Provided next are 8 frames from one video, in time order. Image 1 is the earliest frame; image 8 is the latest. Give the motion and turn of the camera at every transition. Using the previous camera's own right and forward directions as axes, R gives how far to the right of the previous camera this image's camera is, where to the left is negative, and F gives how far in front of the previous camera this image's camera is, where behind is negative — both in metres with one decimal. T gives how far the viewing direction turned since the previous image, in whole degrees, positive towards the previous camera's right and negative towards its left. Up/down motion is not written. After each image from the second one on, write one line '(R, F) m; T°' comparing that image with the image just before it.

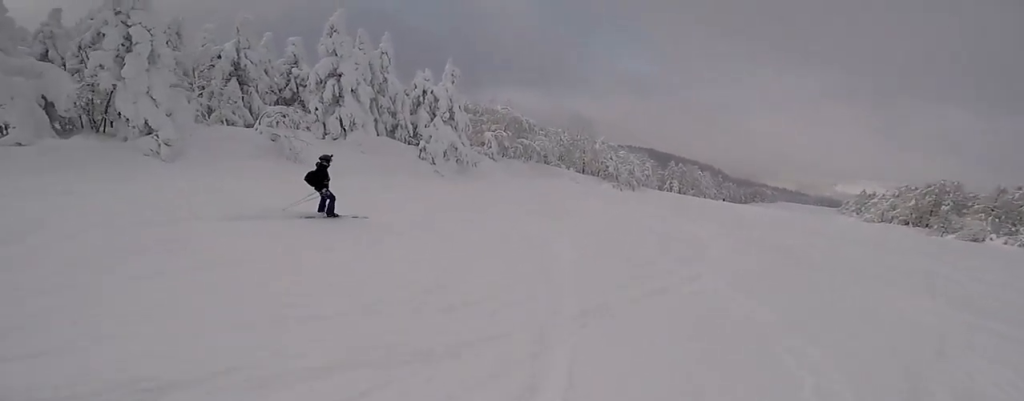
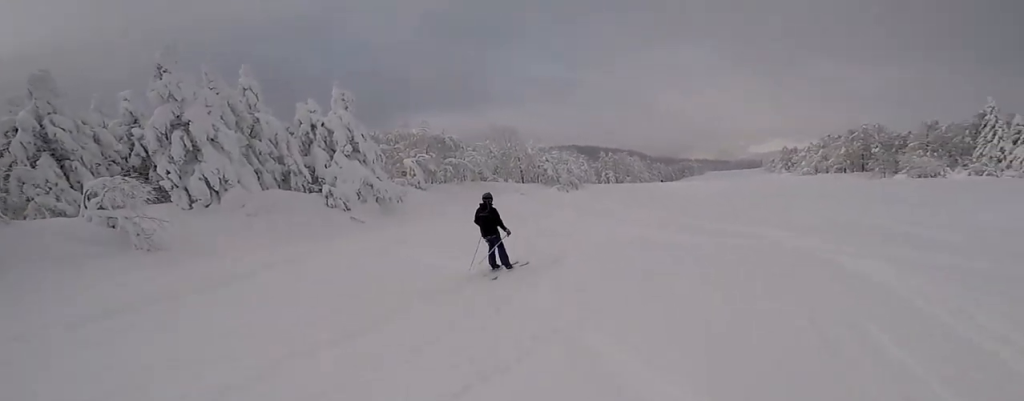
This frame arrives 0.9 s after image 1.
(-0.2, +6.1) m; -4°
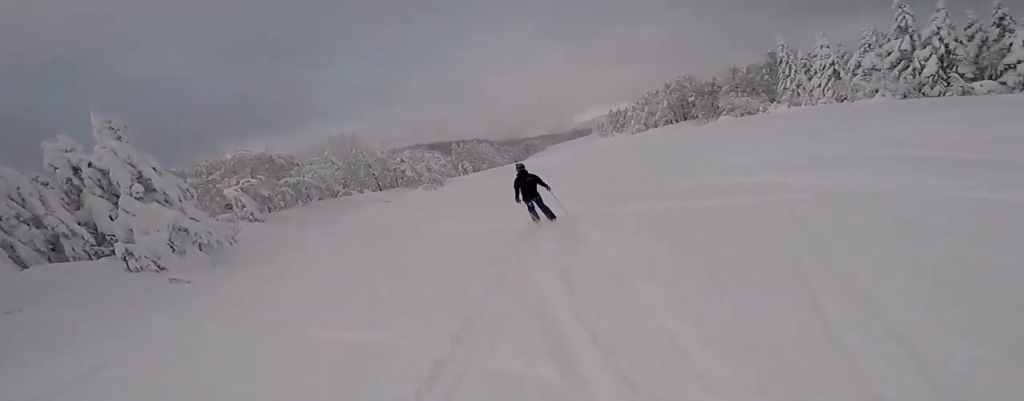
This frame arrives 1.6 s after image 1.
(-0.1, +4.8) m; +4°
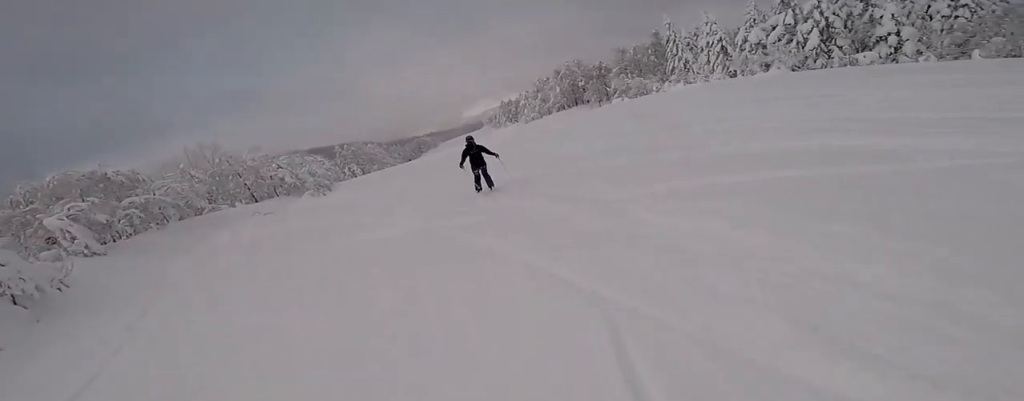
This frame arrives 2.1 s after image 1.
(-0.6, +4.1) m; +9°
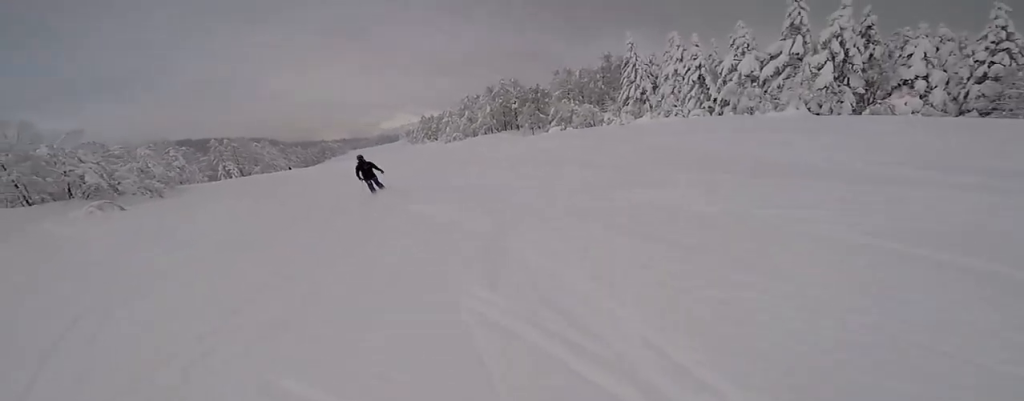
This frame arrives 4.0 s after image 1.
(+6.4, +11.8) m; +35°
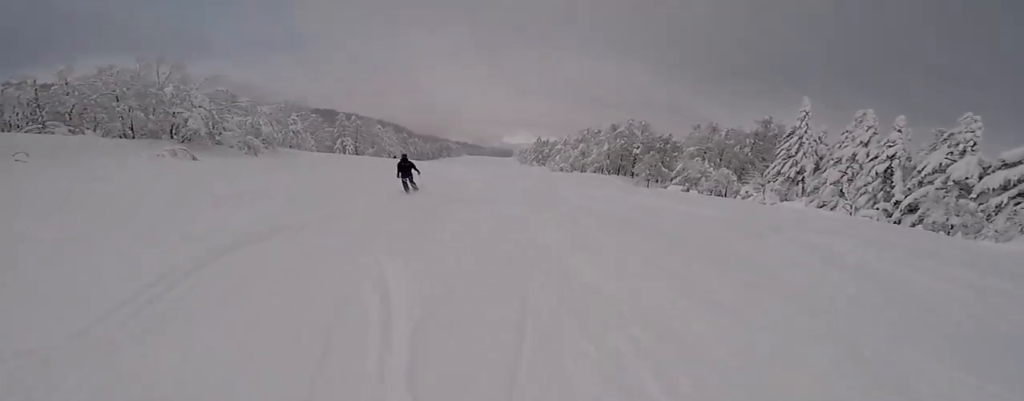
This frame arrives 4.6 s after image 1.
(-0.1, +4.9) m; -8°
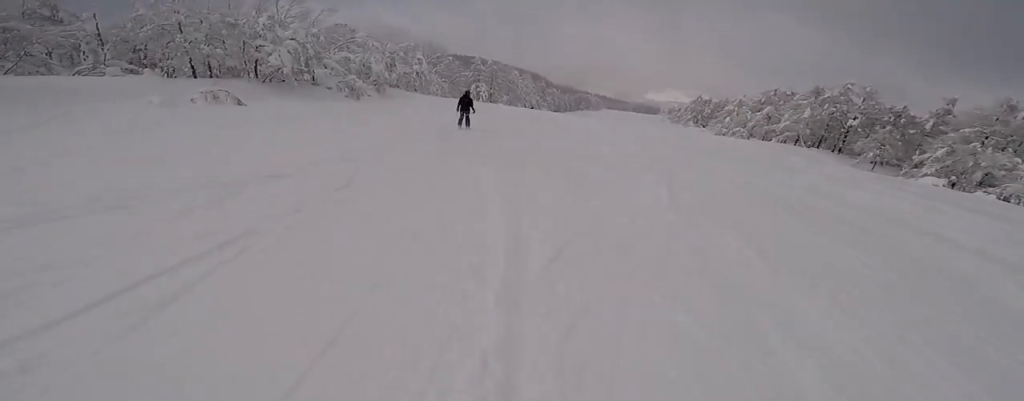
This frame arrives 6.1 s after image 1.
(-3.1, +10.7) m; -36°
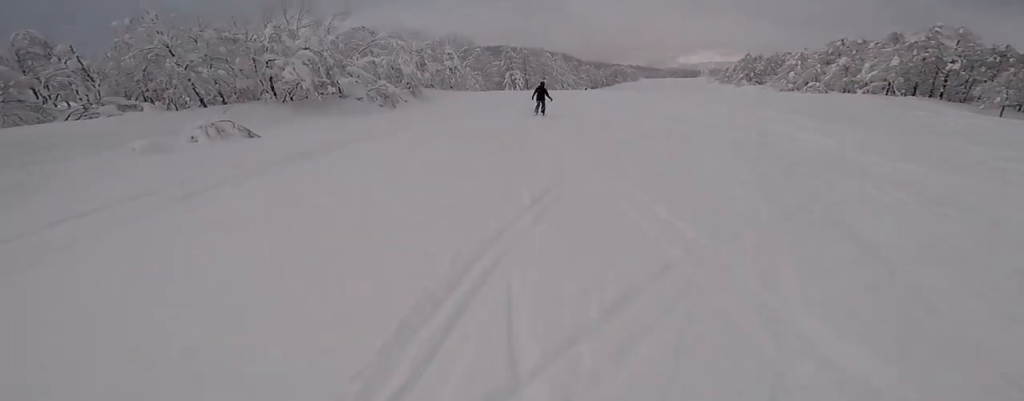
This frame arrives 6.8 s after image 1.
(-1.2, +5.5) m; -4°
